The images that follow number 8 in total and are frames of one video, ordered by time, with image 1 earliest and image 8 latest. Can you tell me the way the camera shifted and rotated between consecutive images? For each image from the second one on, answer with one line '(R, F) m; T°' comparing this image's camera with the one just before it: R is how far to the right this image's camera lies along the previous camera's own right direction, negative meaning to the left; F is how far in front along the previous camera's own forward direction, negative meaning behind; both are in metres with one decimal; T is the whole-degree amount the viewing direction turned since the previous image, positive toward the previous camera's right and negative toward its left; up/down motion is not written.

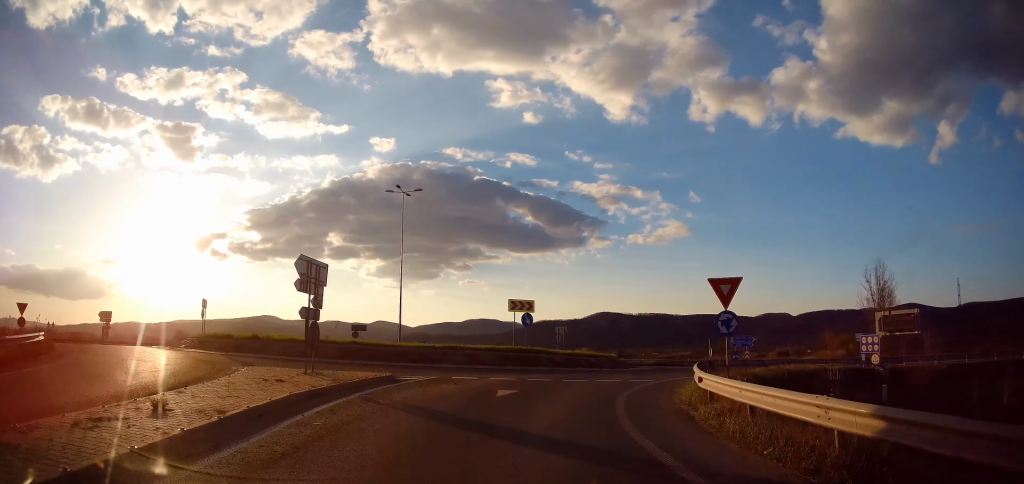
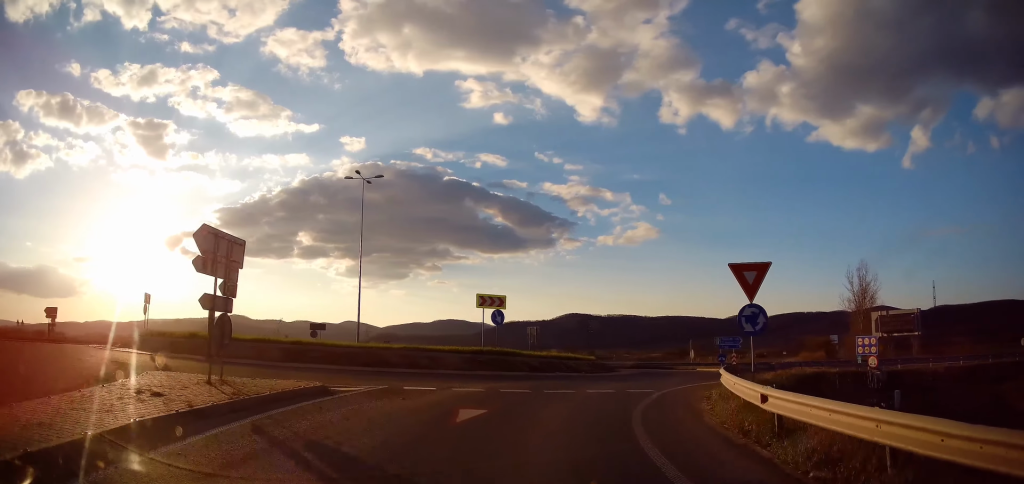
(0.0, +4.5) m; +1°
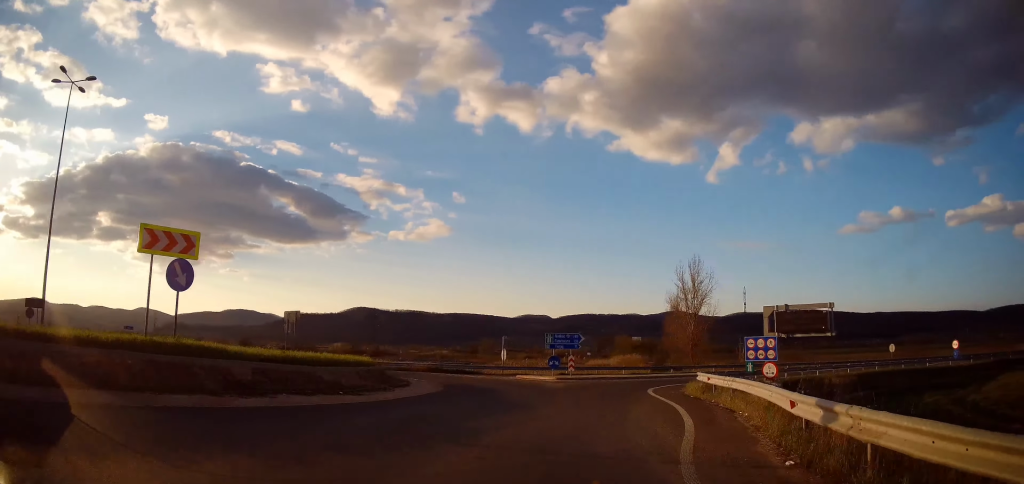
(+1.2, +16.0) m; +16°
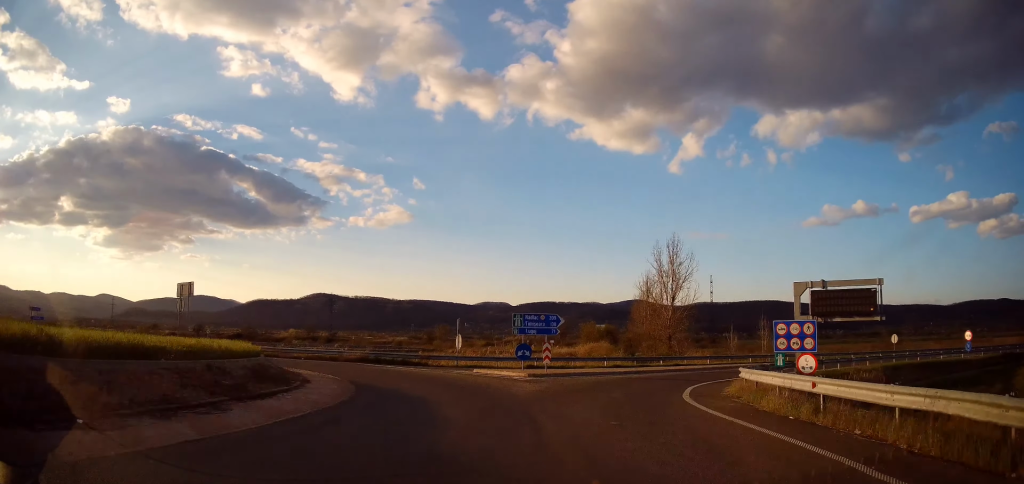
(+1.1, +7.9) m; +11°
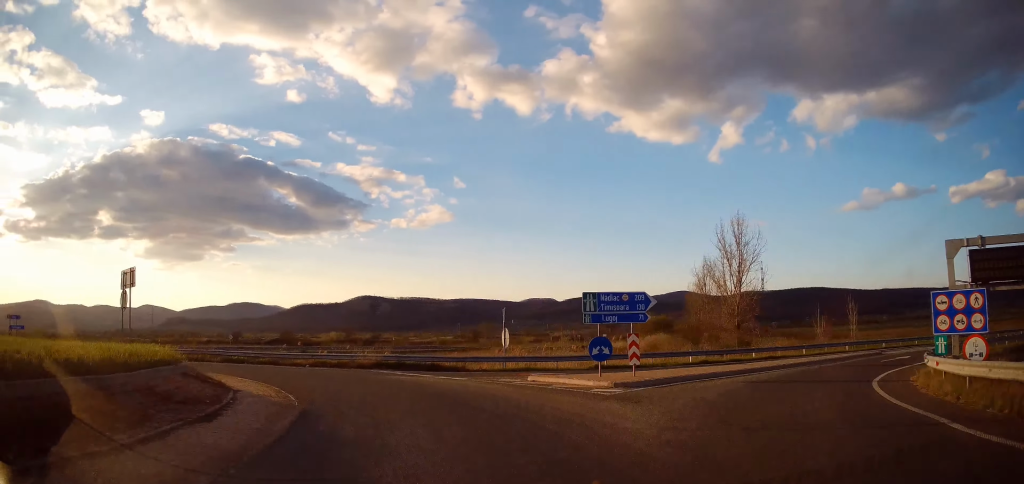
(+0.4, +7.5) m; +1°
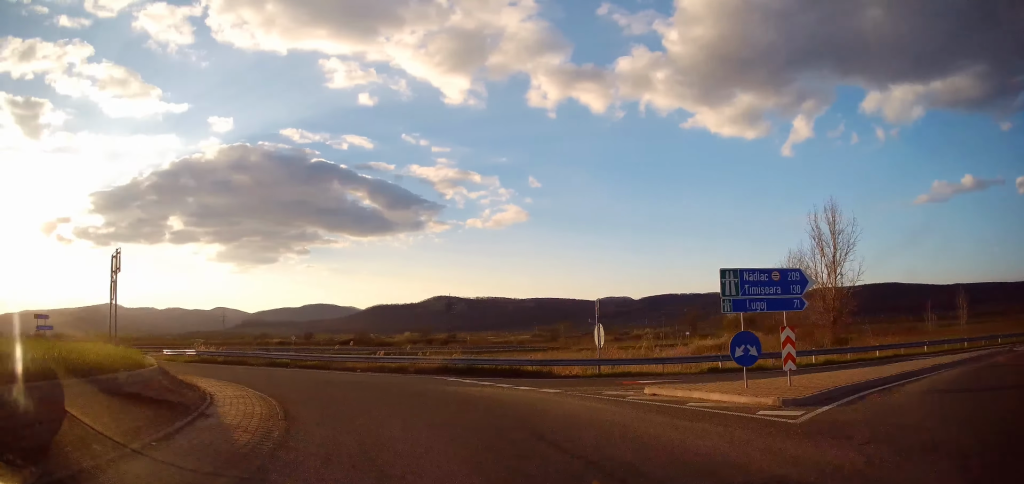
(-0.1, +5.0) m; -4°
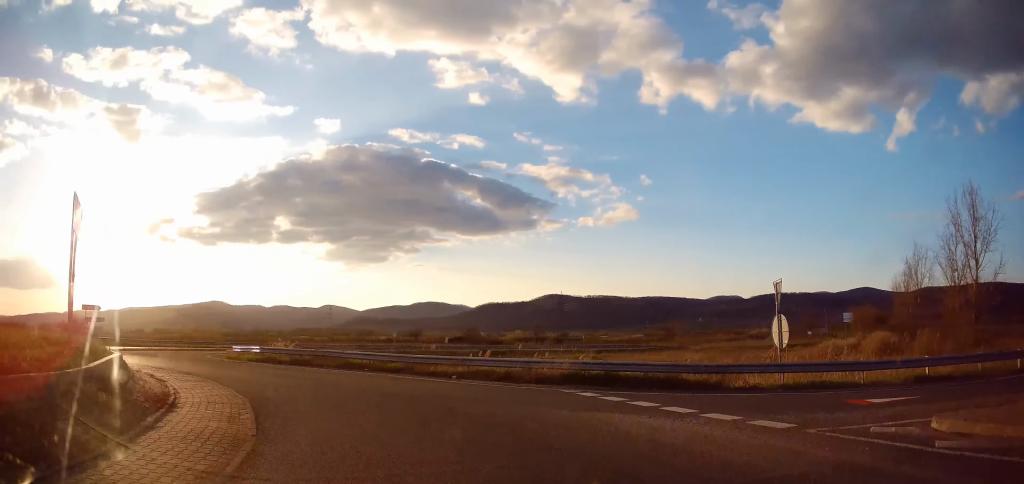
(-0.2, +6.4) m; -7°
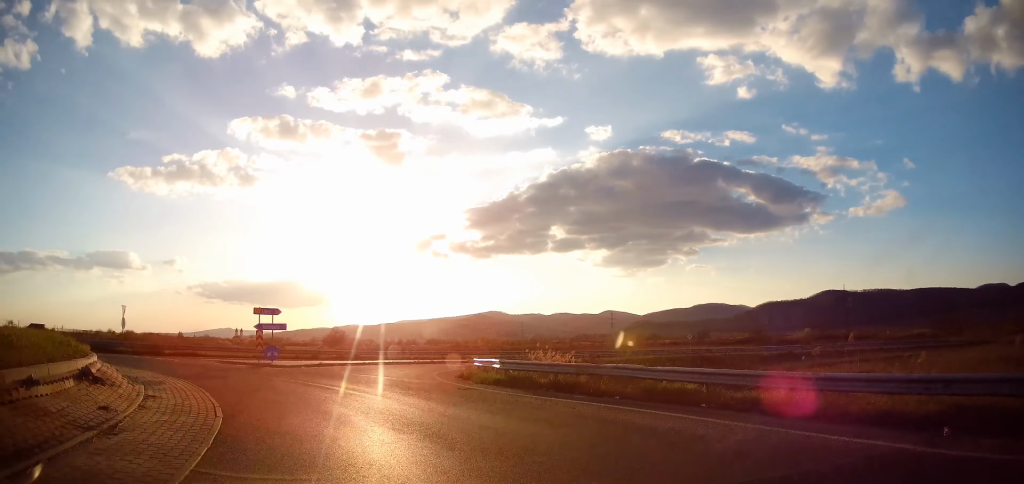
(-2.1, +11.9) m; -24°
